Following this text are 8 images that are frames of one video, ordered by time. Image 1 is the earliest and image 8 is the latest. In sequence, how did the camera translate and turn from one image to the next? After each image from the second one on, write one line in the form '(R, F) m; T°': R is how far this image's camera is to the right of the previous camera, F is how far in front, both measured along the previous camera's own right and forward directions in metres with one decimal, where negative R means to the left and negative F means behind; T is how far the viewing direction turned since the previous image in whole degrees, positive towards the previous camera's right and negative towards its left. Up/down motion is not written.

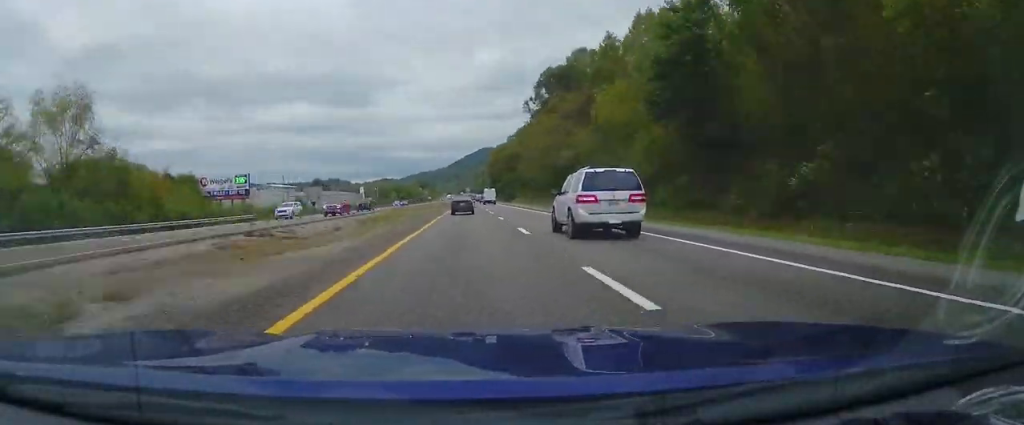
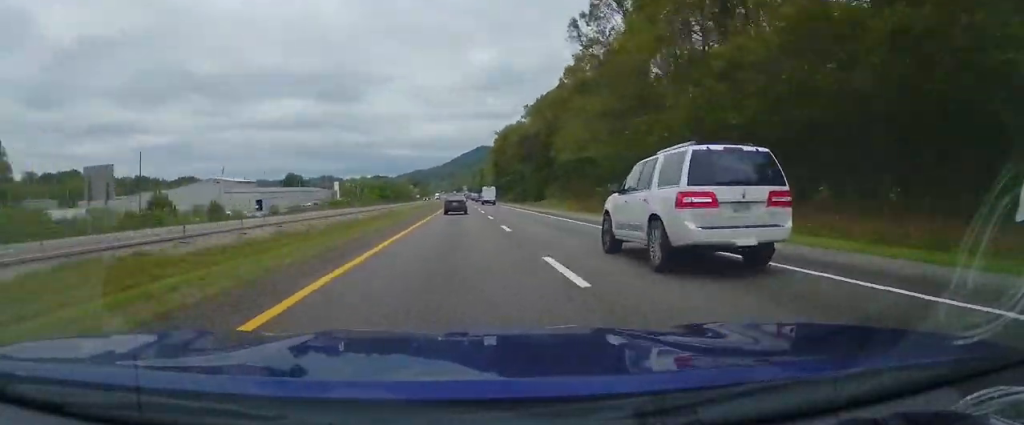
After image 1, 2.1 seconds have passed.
(+1.5, +72.5) m; +1°
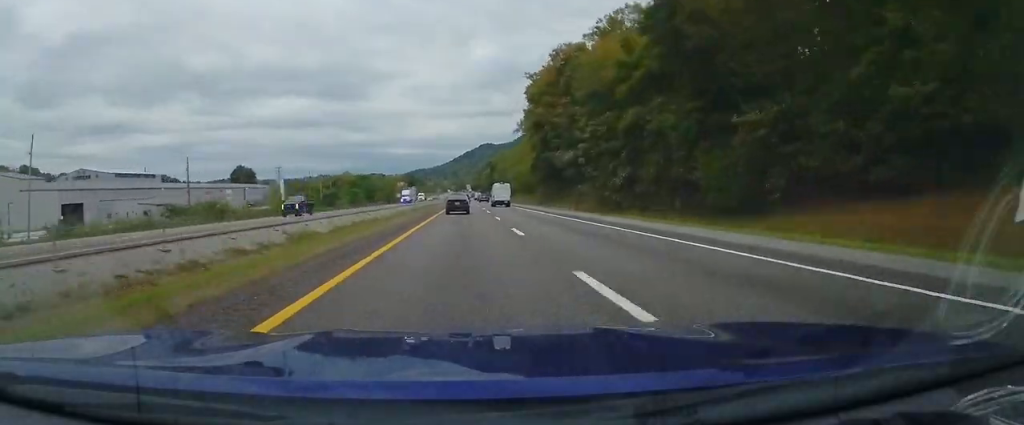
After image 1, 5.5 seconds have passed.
(-0.5, +111.8) m; 0°
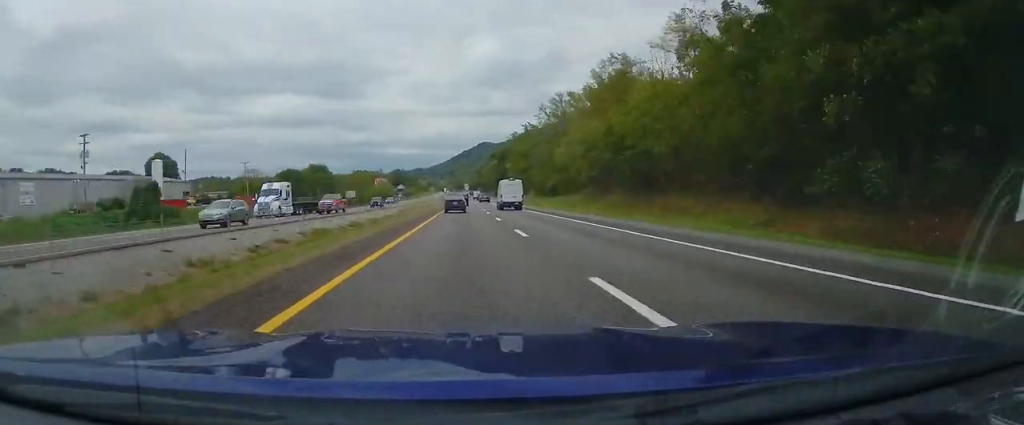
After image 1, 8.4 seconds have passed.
(-0.3, +98.7) m; 0°
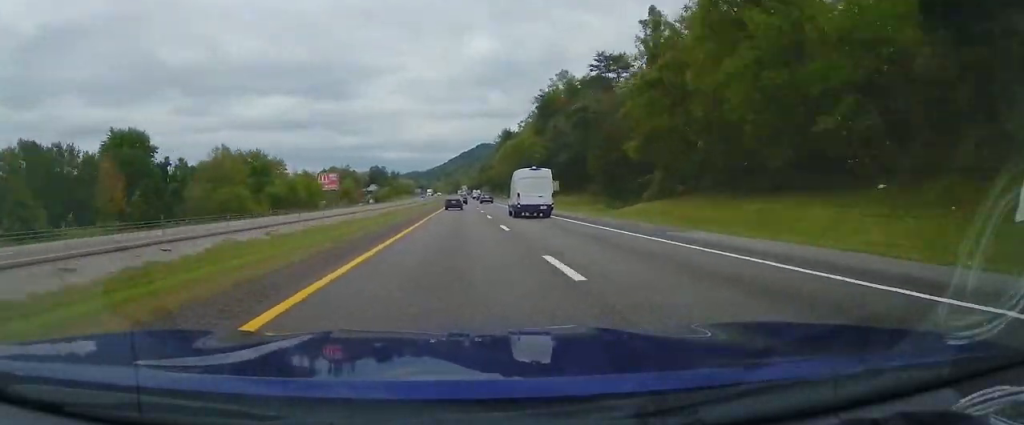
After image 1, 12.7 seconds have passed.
(+0.1, +145.2) m; 0°
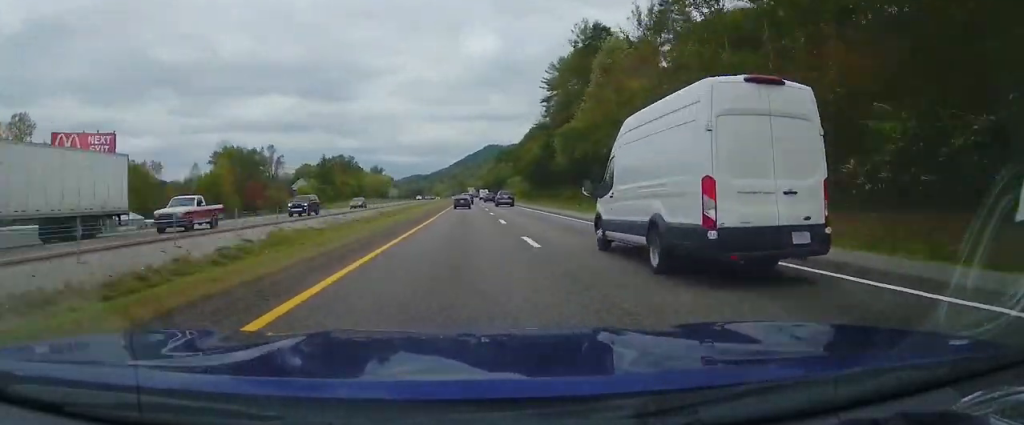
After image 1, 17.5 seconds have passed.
(-0.1, +165.3) m; 0°
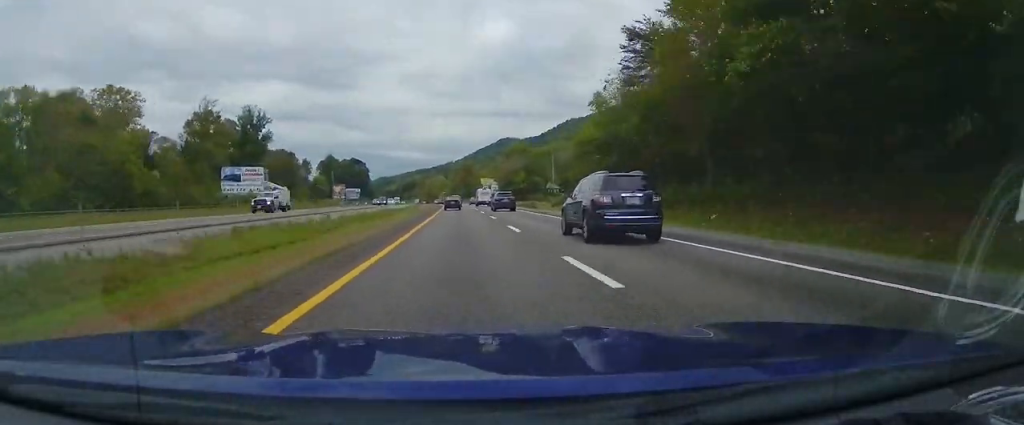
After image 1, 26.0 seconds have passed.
(-3.7, +286.2) m; -3°
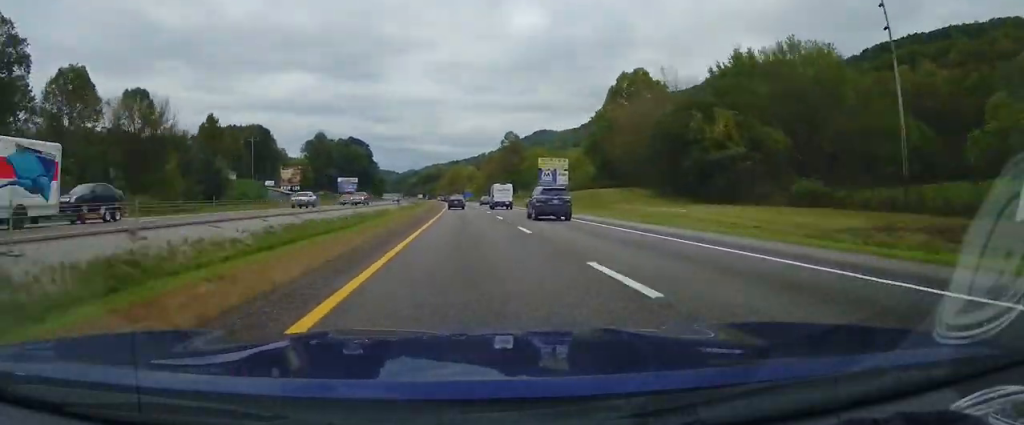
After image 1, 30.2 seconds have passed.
(-3.3, +135.8) m; -3°
